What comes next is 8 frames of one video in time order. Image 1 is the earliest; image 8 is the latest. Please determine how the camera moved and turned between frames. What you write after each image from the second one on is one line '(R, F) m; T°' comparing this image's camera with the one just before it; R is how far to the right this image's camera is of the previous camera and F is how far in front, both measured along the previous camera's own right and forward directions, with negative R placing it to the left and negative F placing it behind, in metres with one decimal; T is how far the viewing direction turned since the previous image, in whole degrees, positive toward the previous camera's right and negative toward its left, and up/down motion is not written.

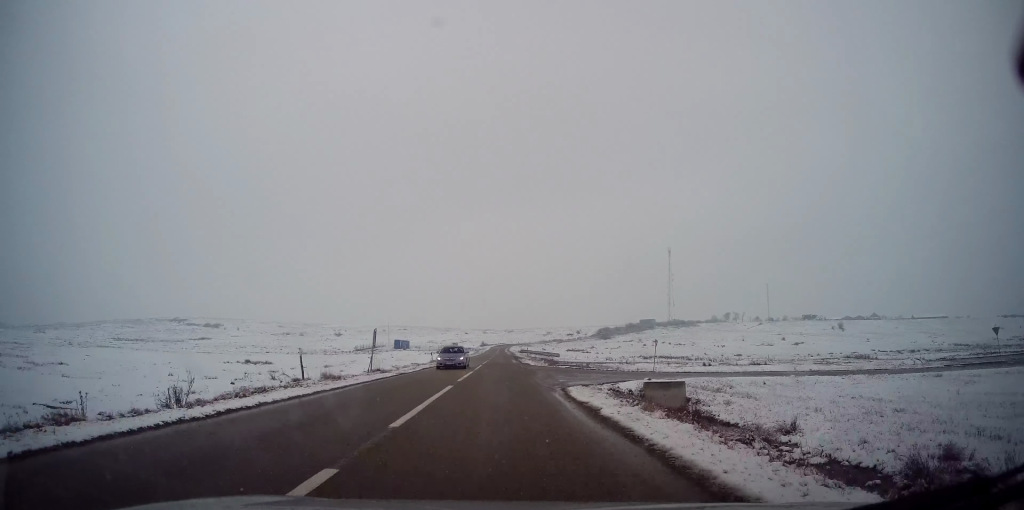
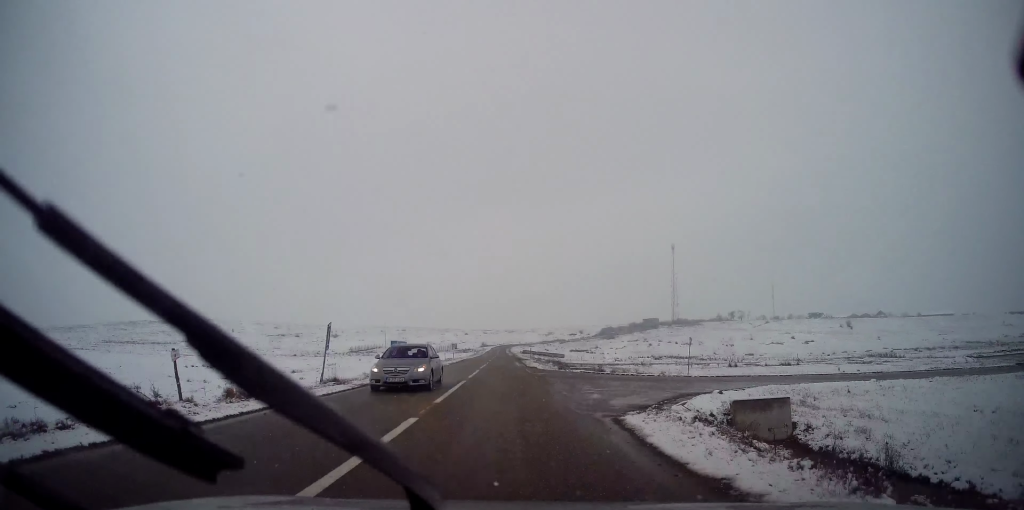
(-0.2, +7.5) m; 0°
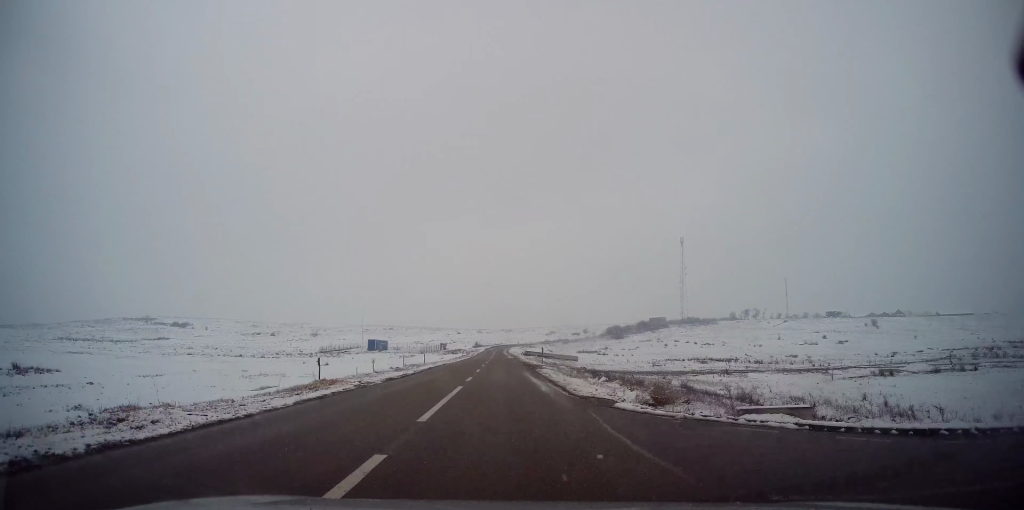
(-0.2, +26.8) m; -1°
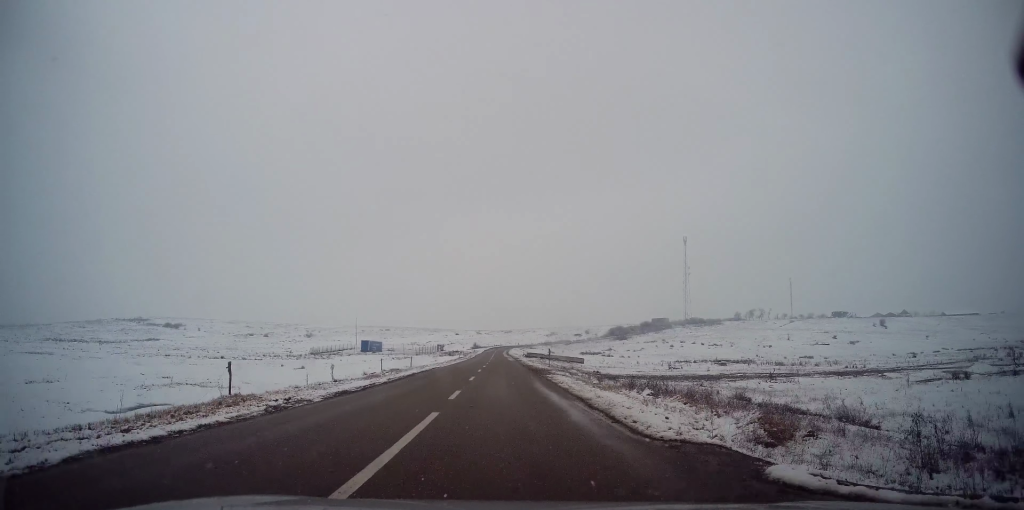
(-0.1, +7.2) m; 0°
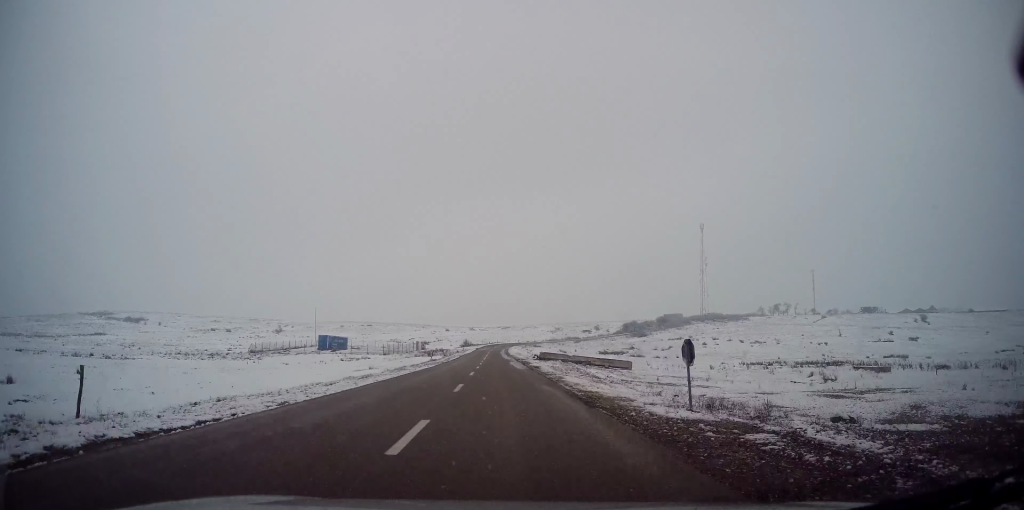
(+0.2, +33.7) m; +1°
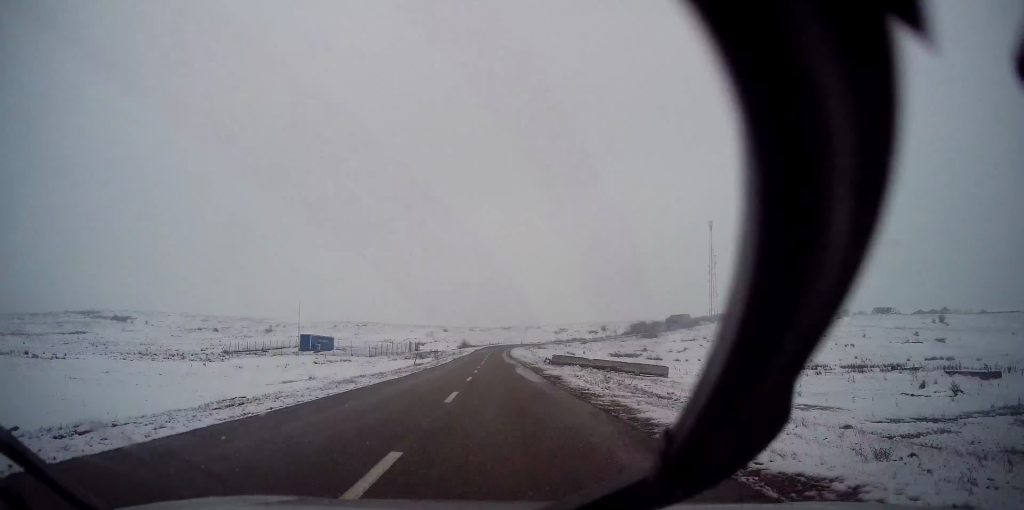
(+0.1, +11.7) m; 0°
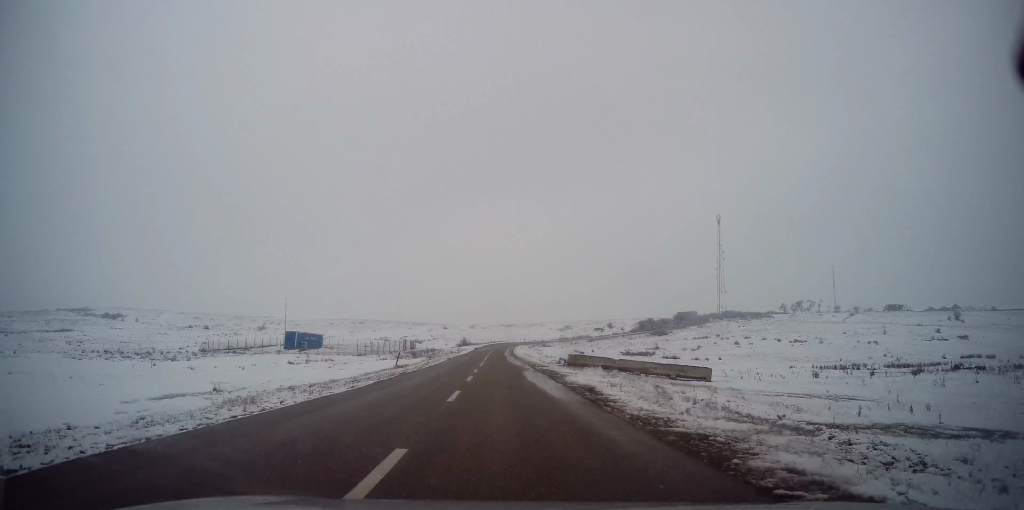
(-0.1, +8.8) m; 0°
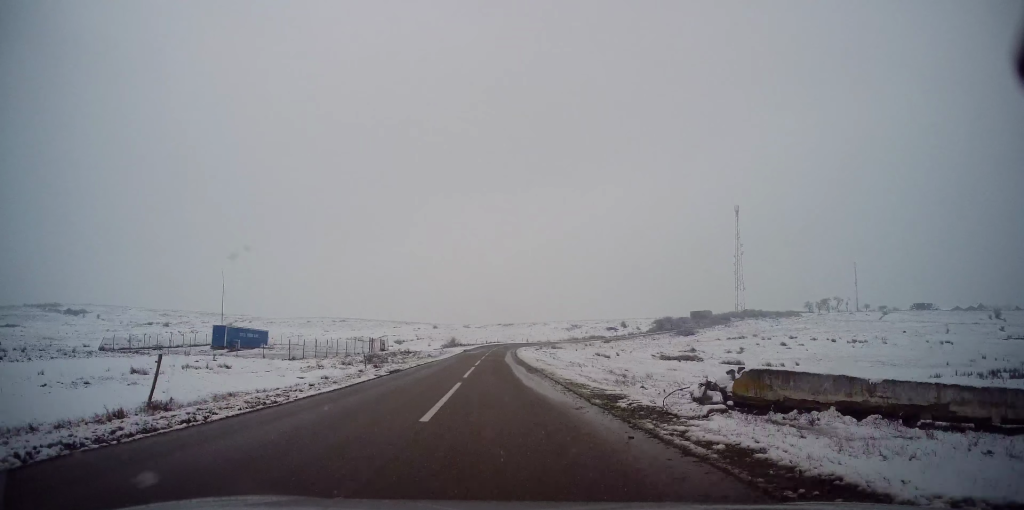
(0.0, +25.8) m; +1°
